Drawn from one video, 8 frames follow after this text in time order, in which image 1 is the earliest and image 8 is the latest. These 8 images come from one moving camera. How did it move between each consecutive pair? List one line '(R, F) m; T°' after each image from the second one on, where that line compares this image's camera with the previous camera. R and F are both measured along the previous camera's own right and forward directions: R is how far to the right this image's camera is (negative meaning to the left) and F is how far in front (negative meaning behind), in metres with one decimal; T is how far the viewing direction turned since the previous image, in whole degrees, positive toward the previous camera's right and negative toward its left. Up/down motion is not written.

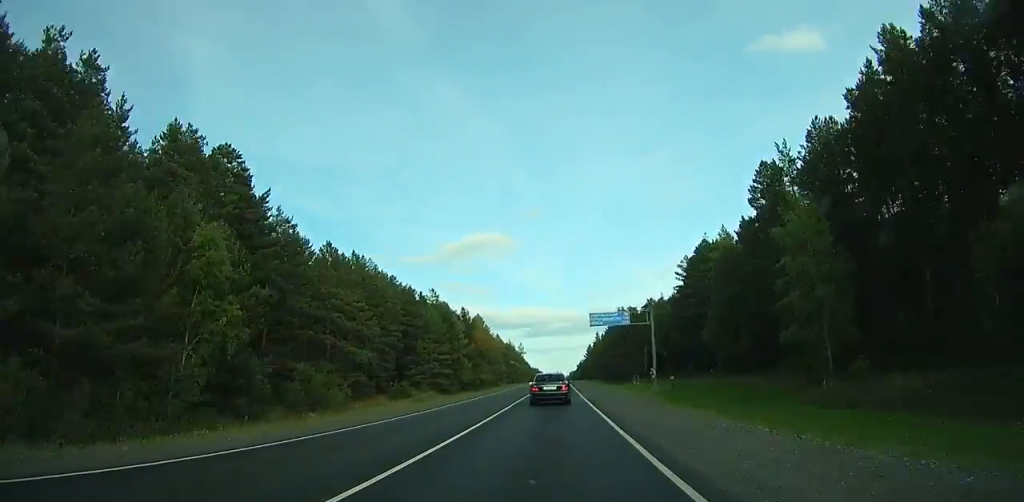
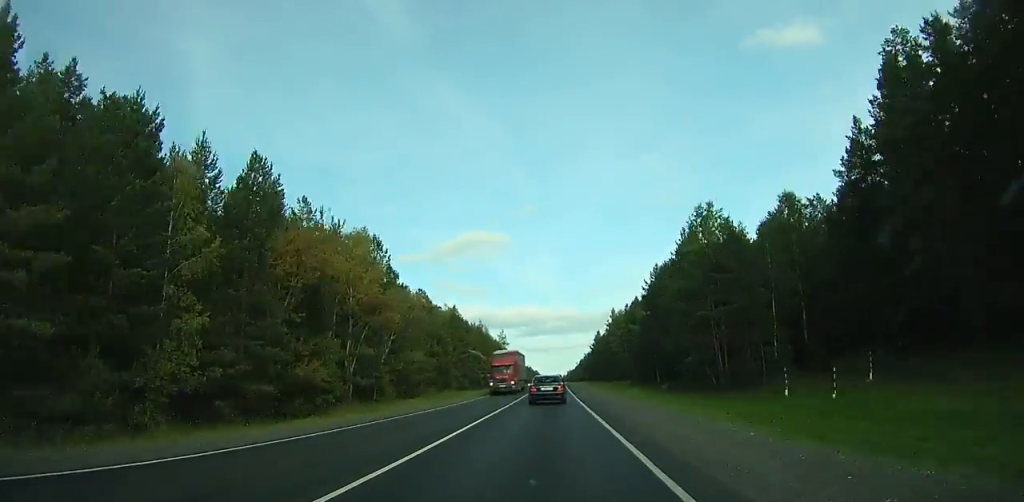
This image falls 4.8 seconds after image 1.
(+0.5, +82.3) m; 0°
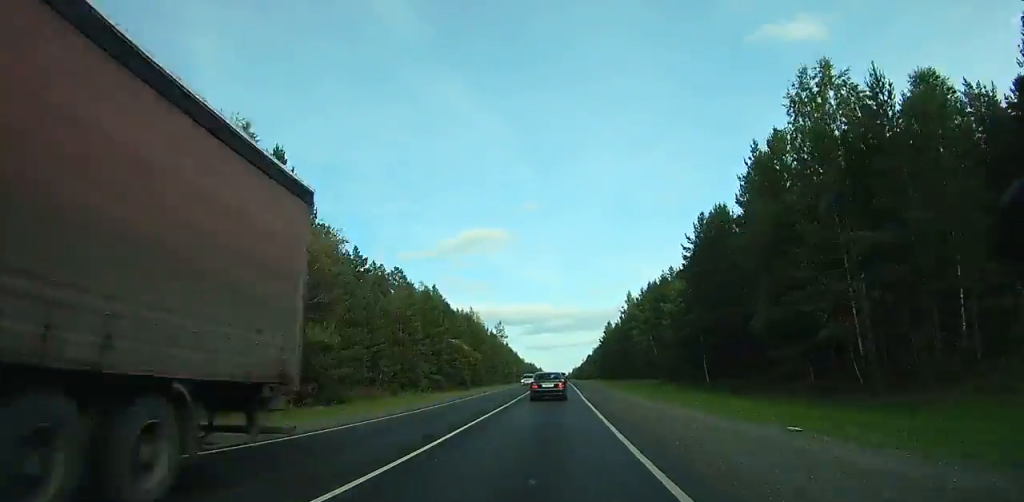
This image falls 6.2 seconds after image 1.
(0.0, +25.8) m; 0°
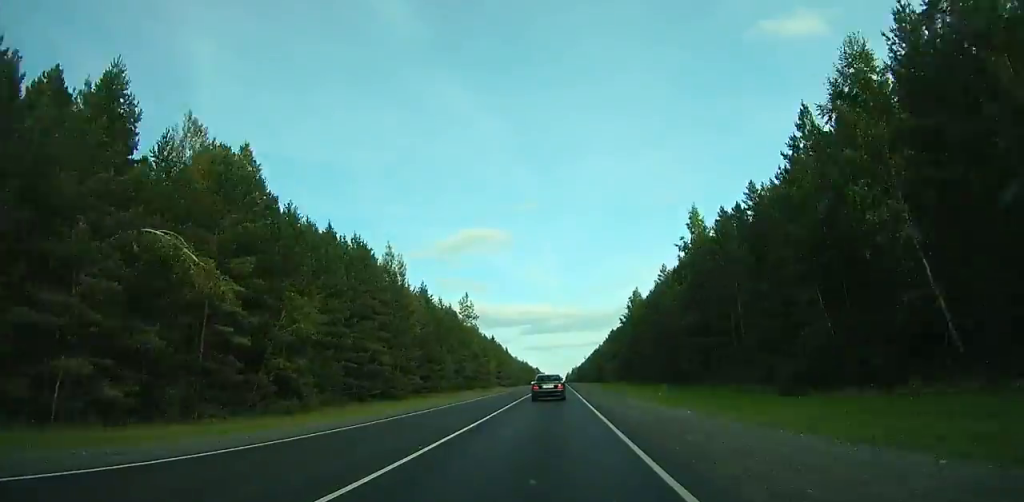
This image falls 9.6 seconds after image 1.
(+0.1, +65.4) m; +1°
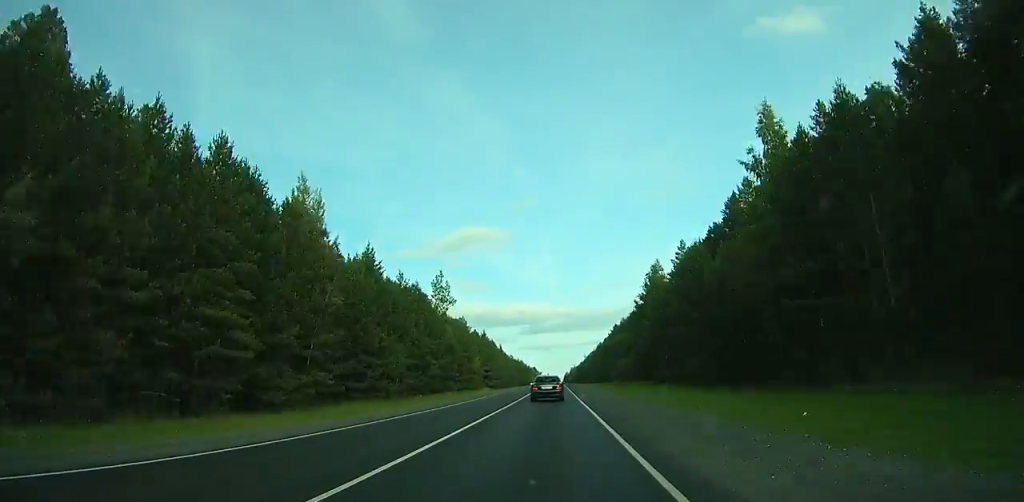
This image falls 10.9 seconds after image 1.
(0.0, +26.1) m; 0°
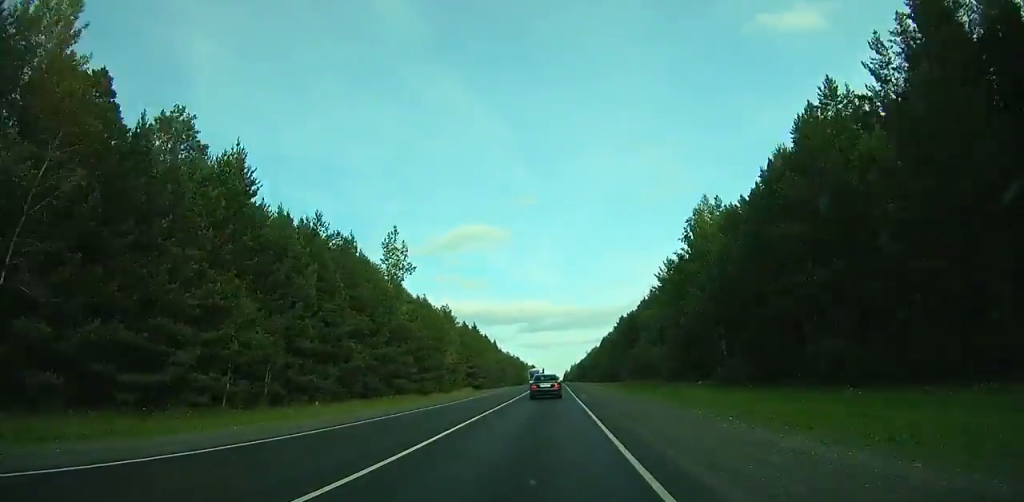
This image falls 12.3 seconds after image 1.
(+0.2, +29.2) m; 0°
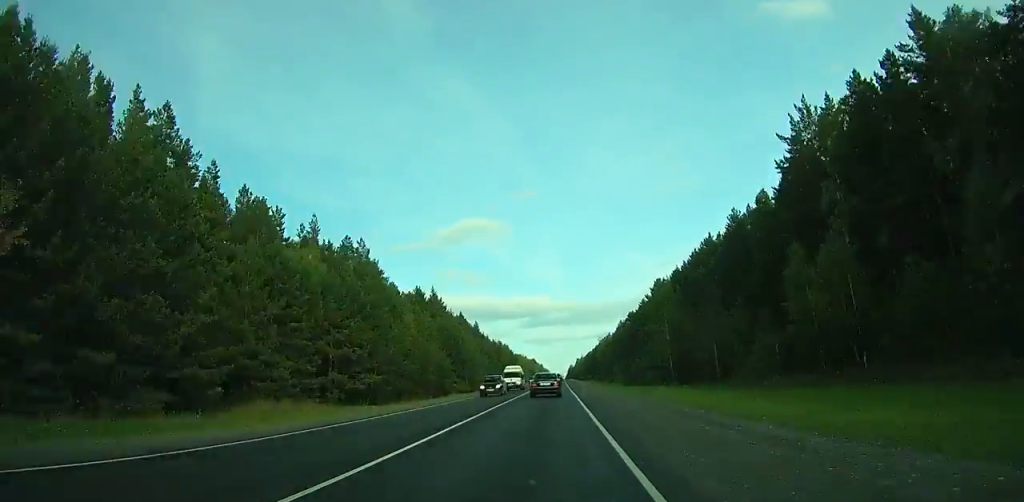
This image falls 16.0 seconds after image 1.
(-0.3, +79.0) m; 0°
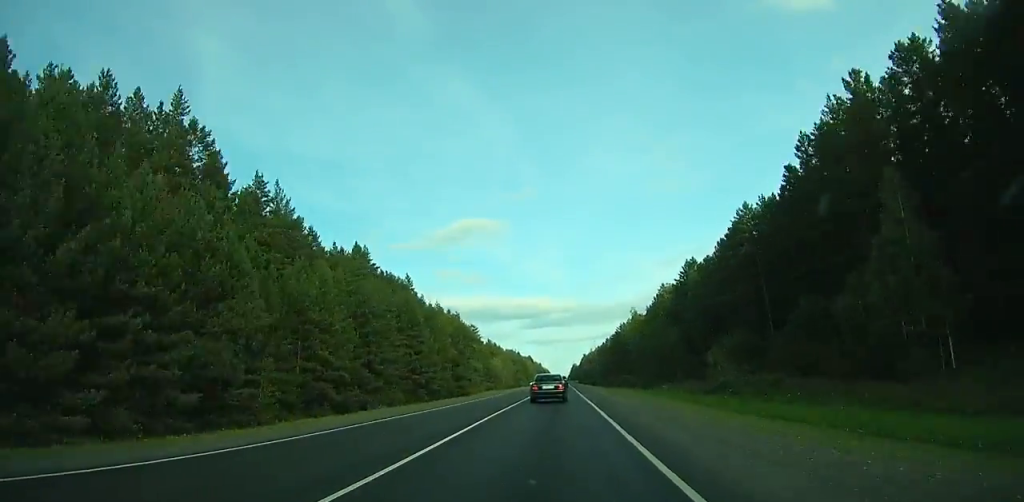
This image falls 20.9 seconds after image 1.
(-2.6, +107.2) m; -3°
